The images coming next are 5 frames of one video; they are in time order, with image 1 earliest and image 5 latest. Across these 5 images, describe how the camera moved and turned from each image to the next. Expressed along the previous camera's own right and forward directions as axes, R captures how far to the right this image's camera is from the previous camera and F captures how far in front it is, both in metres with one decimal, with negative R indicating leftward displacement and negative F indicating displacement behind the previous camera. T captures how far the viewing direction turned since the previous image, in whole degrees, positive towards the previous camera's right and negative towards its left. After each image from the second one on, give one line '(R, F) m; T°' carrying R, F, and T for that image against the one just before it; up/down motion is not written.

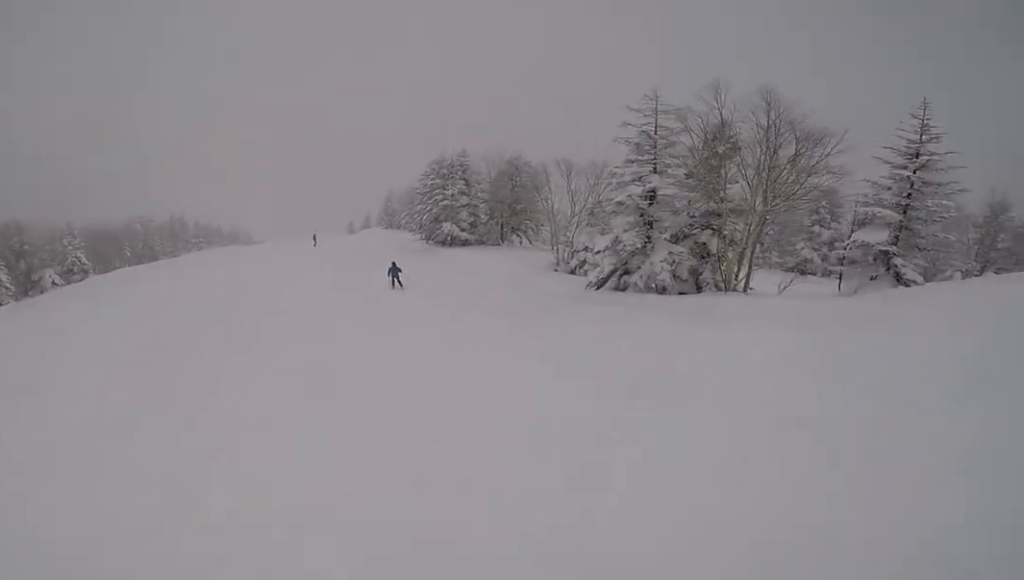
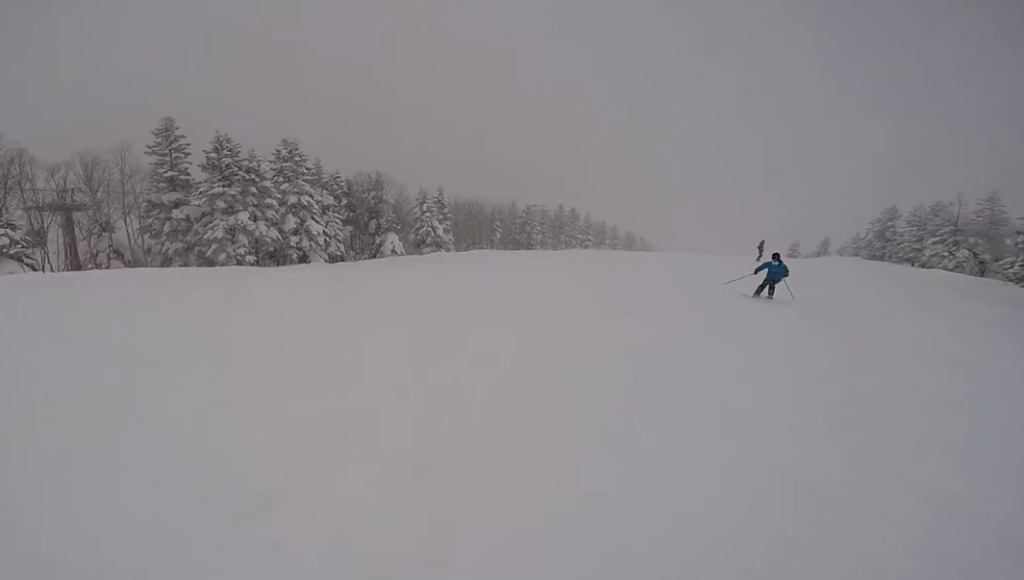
(-8.4, +15.2) m; -34°
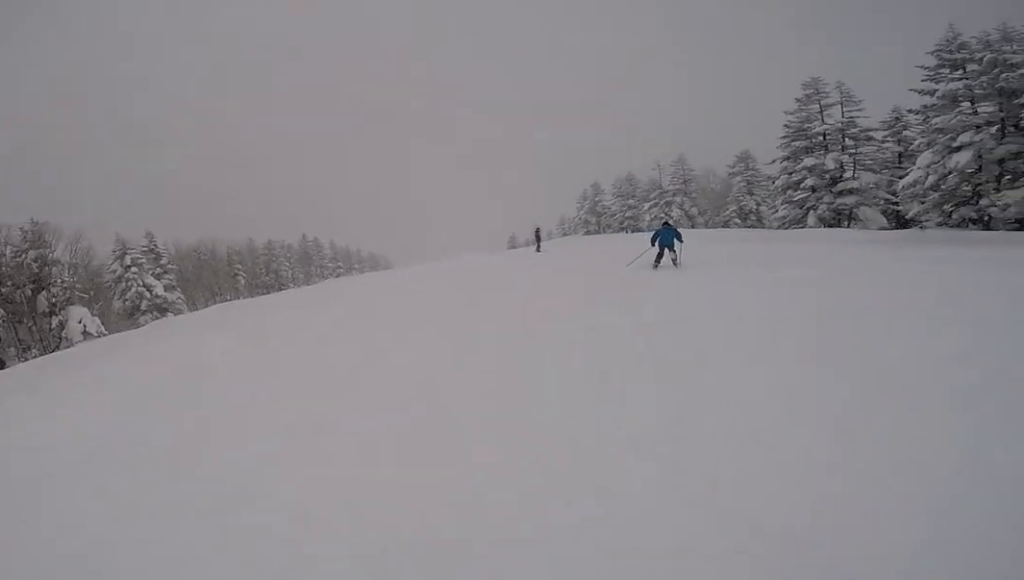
(+1.5, +9.2) m; +25°
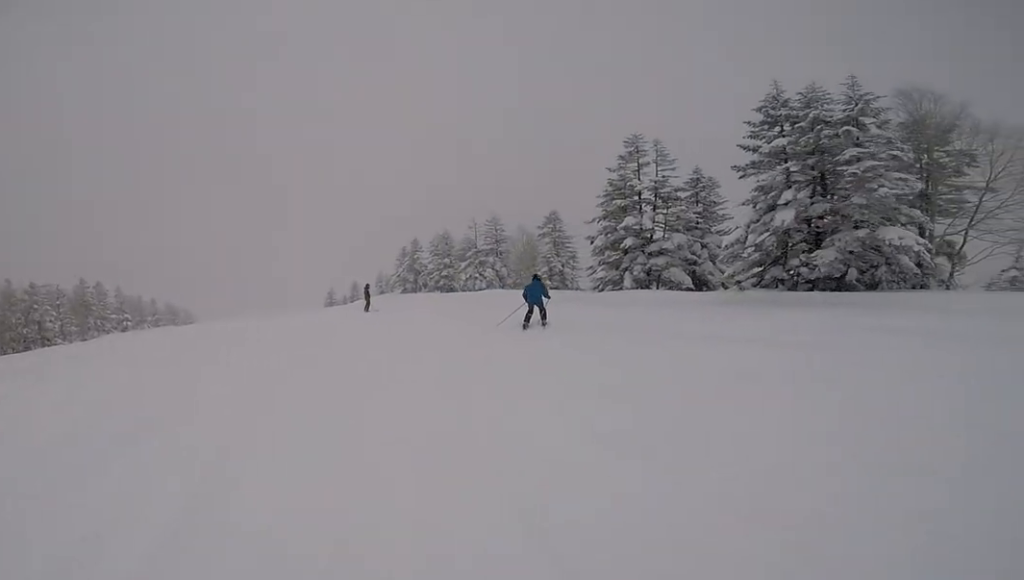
(+0.7, +3.6) m; +4°
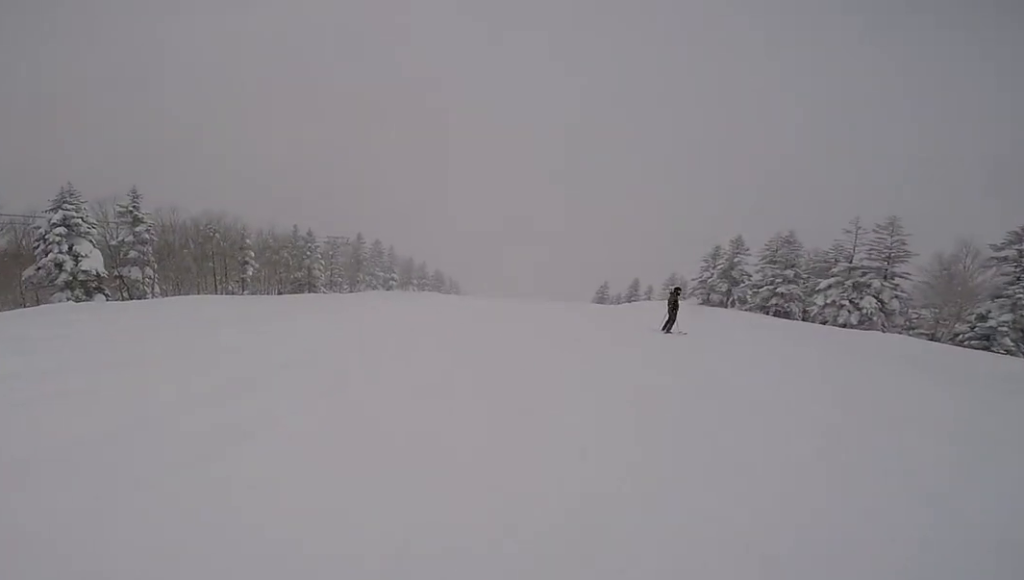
(-0.1, +9.0) m; -6°
